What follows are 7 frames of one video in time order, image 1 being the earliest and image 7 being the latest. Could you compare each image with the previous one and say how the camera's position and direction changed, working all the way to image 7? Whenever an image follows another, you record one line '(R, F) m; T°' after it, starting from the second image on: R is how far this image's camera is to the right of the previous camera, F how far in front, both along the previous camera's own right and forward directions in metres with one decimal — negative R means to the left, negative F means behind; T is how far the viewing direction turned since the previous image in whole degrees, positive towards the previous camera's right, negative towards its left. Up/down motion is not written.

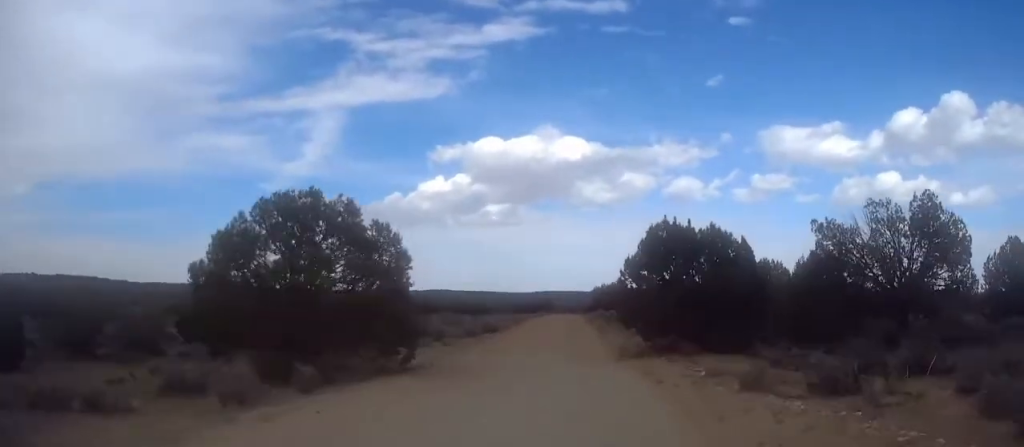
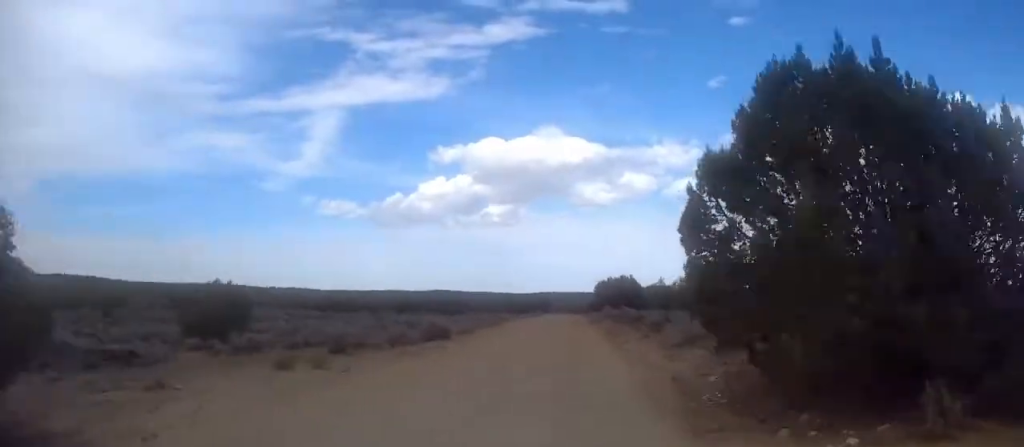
(0.0, +17.4) m; 0°
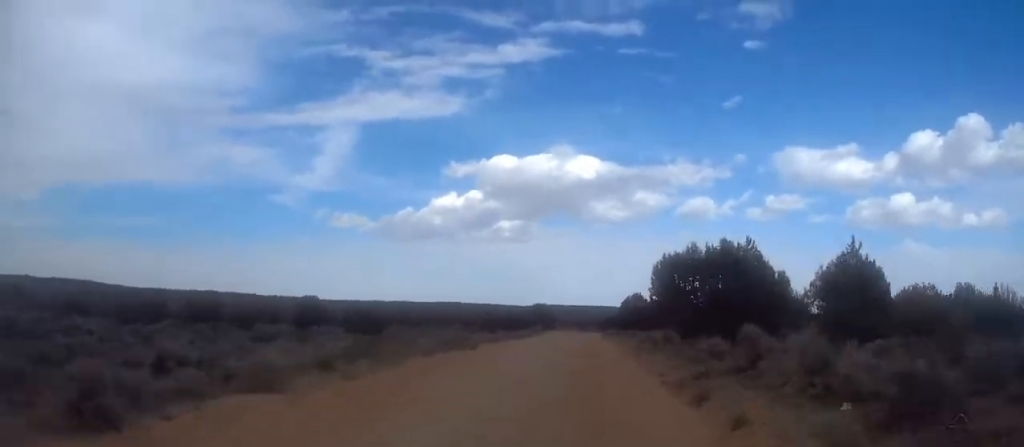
(-0.4, +46.6) m; -1°
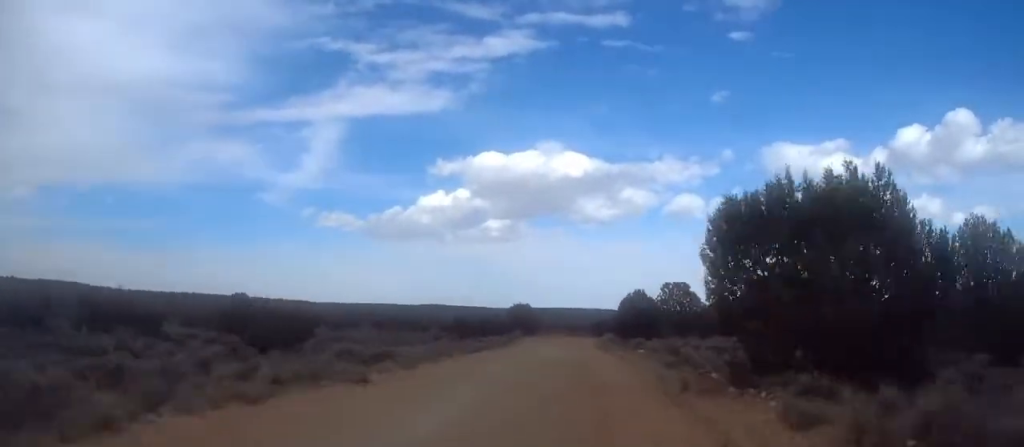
(0.0, +13.9) m; 0°
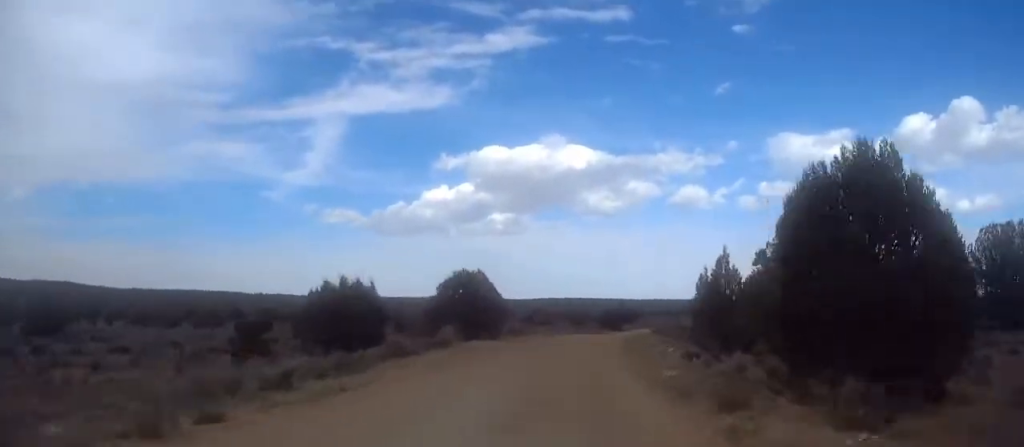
(+0.3, +43.2) m; 0°
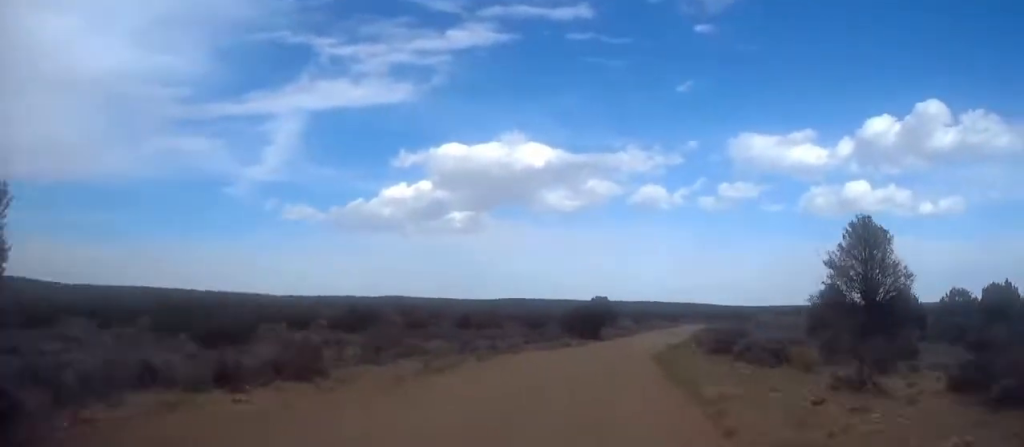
(+0.5, +34.0) m; +5°
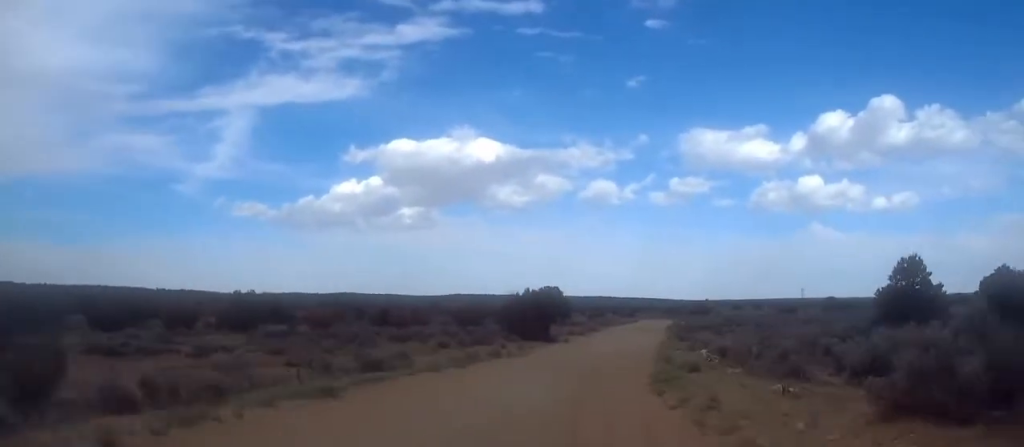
(+0.7, +17.5) m; +4°
